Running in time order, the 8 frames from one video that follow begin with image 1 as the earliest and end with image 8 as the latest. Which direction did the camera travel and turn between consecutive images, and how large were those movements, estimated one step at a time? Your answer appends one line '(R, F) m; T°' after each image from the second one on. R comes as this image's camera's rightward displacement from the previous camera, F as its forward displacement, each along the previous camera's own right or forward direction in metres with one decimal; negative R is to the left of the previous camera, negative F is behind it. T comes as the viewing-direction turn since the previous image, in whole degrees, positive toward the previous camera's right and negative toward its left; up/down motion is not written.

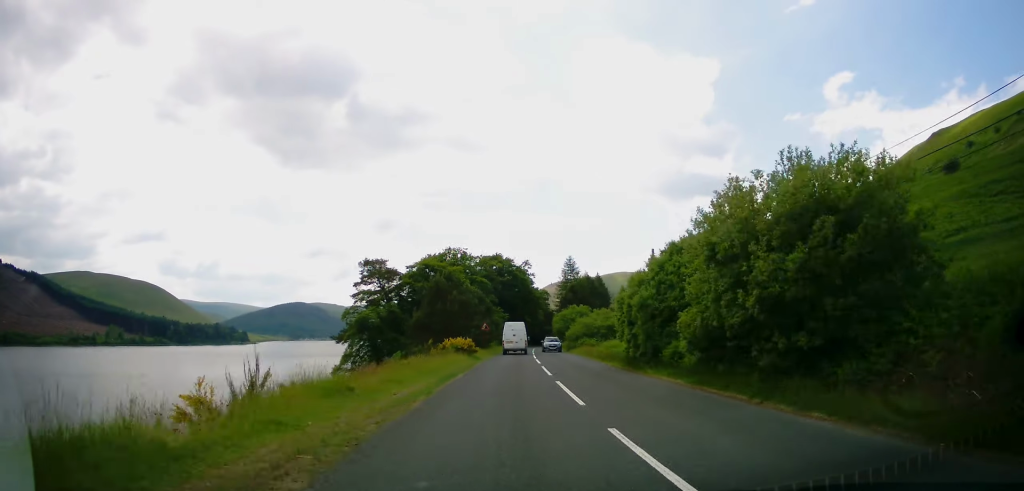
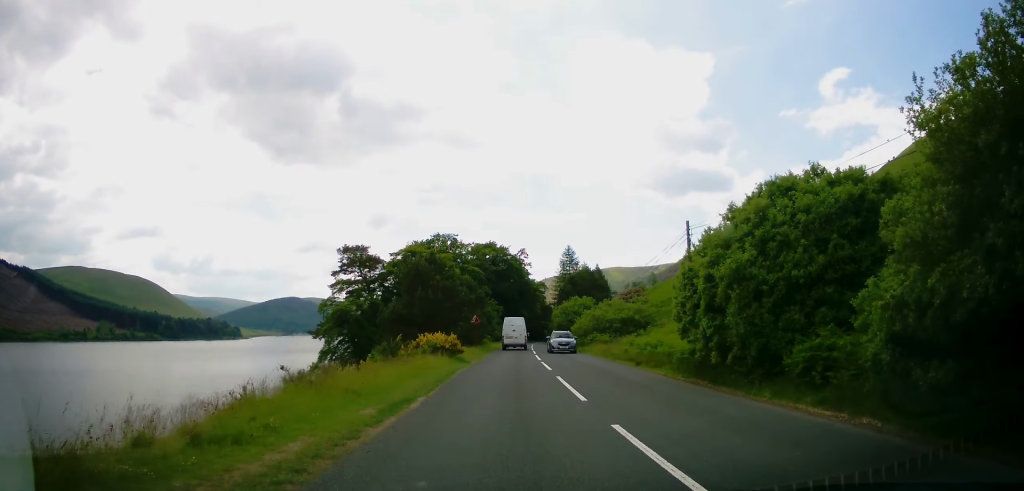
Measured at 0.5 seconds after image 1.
(-0.1, +9.2) m; 0°
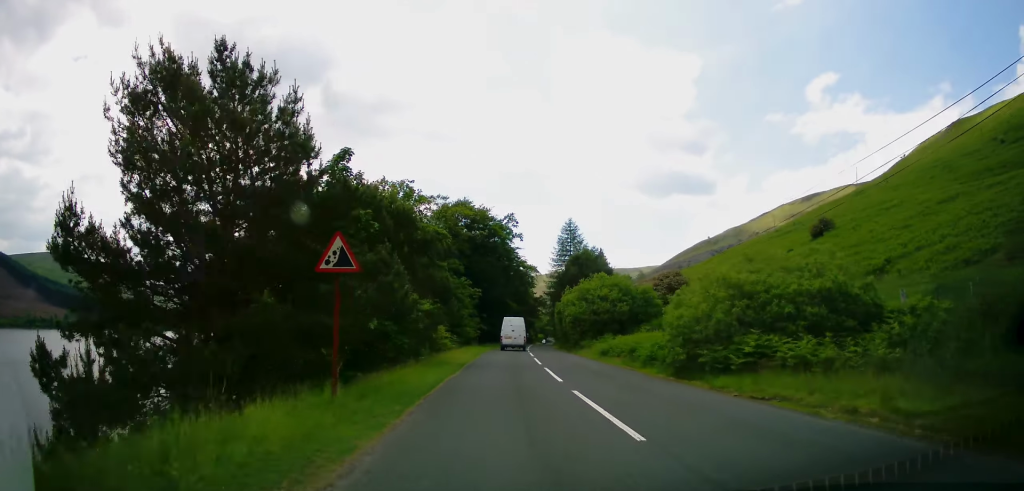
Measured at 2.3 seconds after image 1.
(+0.9, +32.4) m; +3°
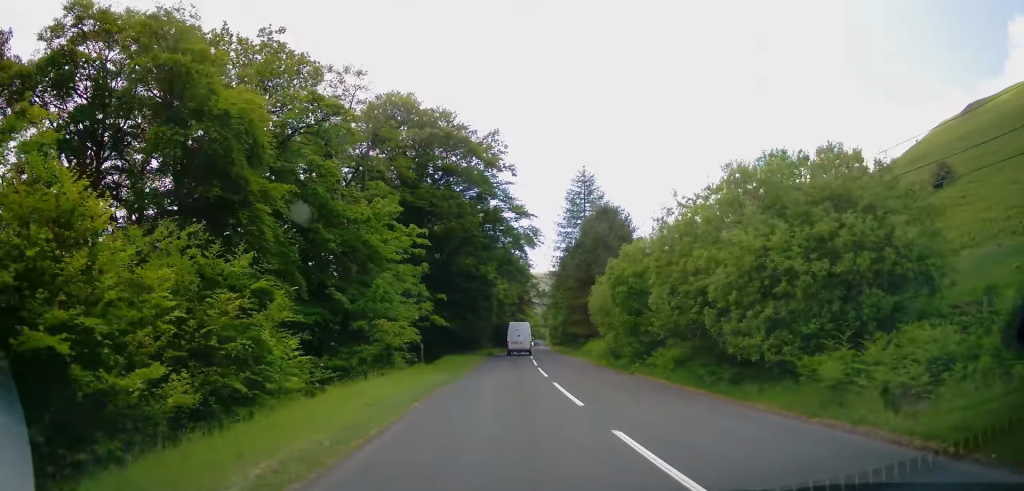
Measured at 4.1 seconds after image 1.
(+0.6, +33.5) m; +2°
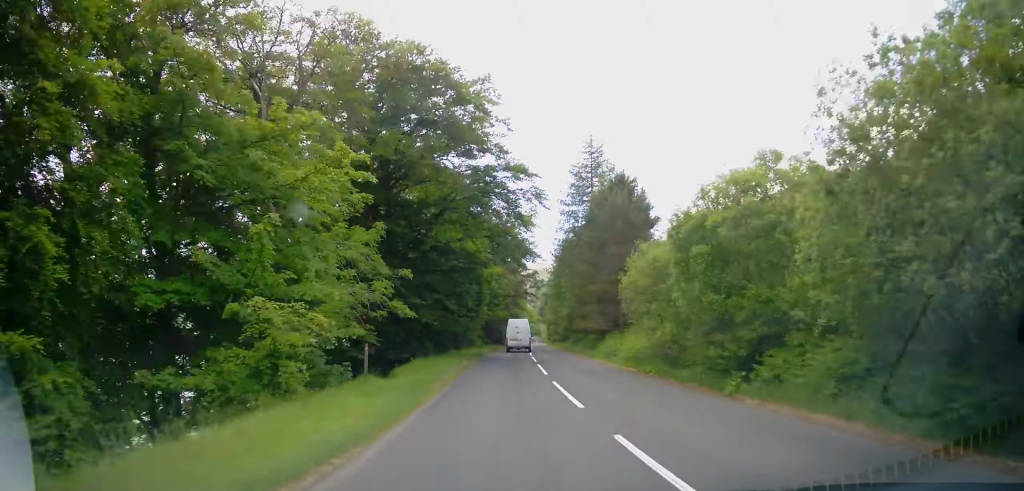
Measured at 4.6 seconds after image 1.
(+0.2, +9.7) m; 0°
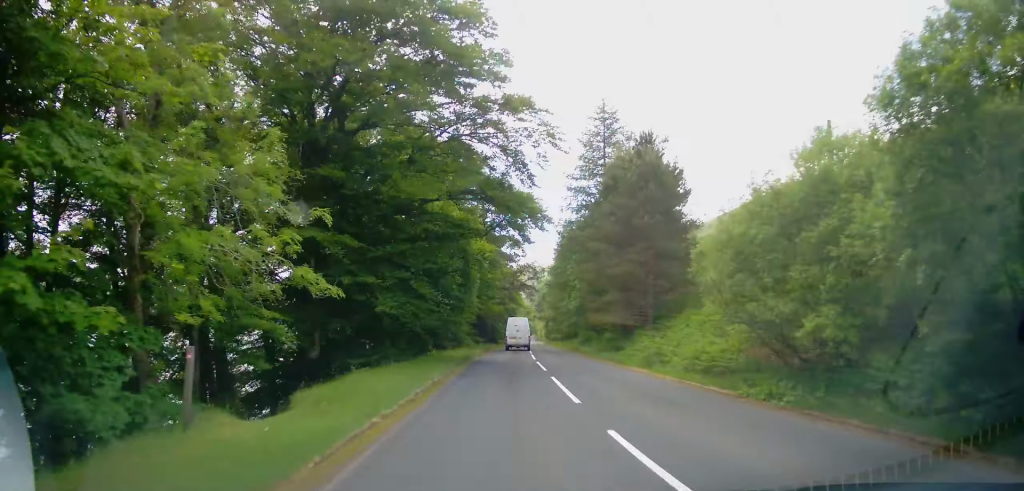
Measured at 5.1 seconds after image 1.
(-0.1, +9.1) m; 0°
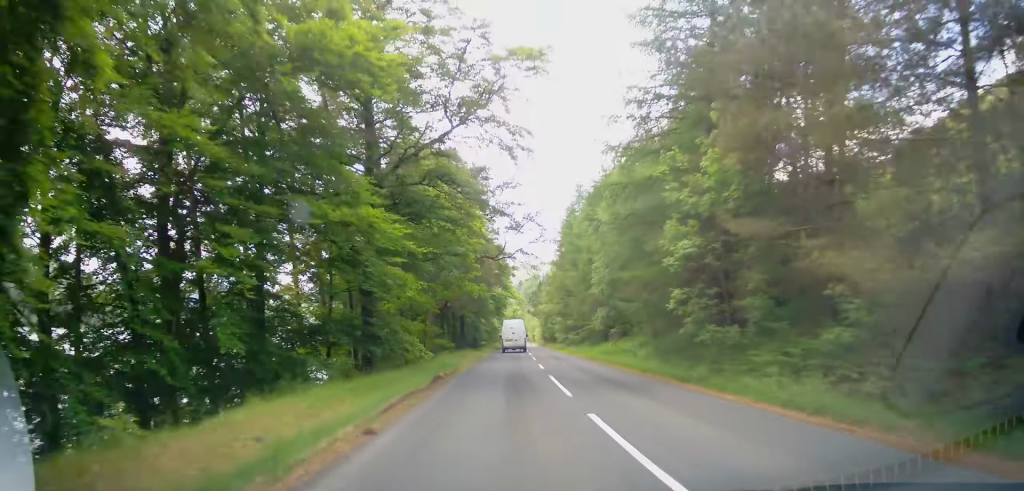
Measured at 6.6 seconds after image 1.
(+0.4, +26.2) m; +1°
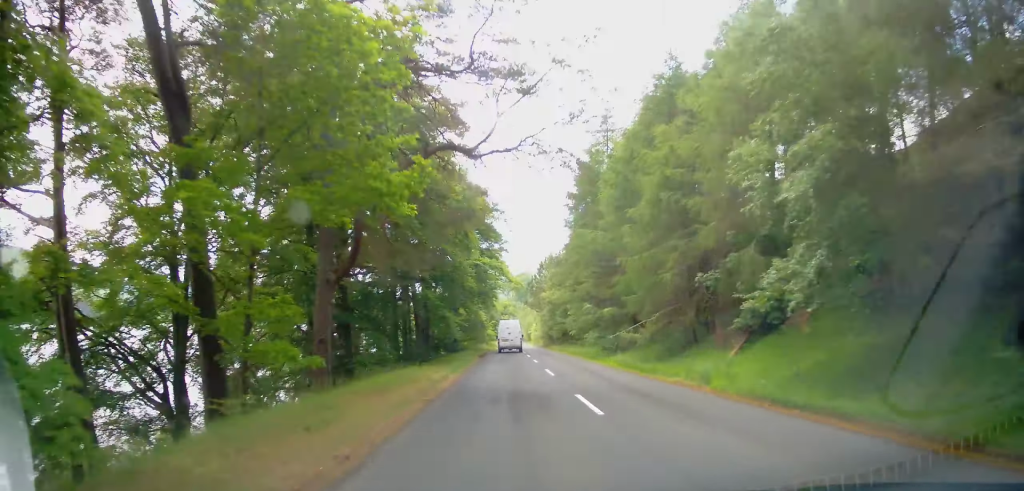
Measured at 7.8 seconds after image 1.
(-0.2, +22.8) m; 0°
